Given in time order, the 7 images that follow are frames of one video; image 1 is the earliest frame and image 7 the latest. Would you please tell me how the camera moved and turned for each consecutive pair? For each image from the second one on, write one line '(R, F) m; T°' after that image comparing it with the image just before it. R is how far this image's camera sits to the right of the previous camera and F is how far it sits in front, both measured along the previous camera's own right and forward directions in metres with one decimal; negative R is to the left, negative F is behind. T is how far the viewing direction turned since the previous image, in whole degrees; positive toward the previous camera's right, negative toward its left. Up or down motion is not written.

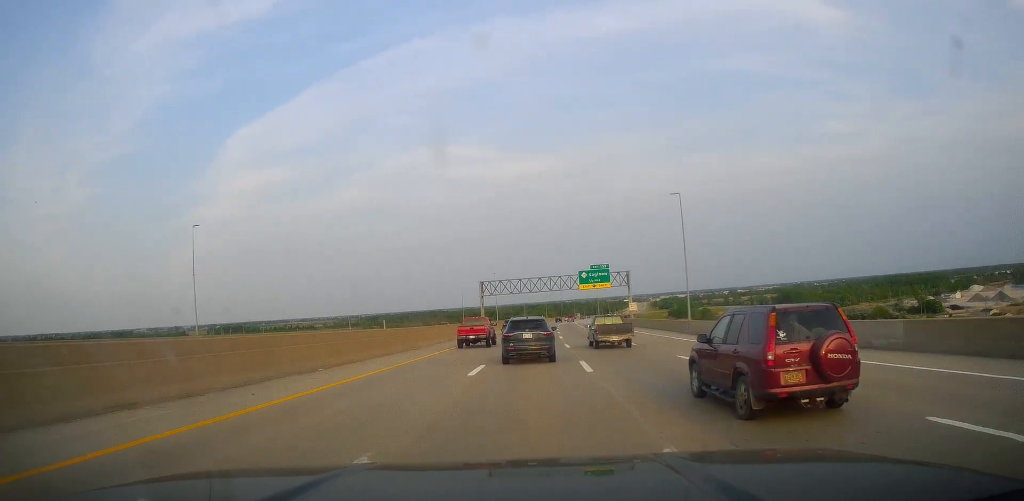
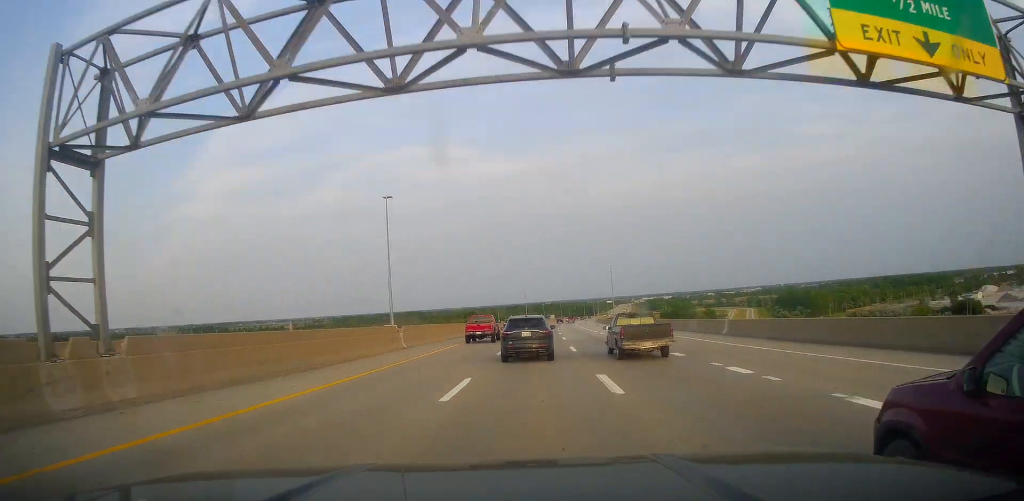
(+0.3, +80.3) m; +2°
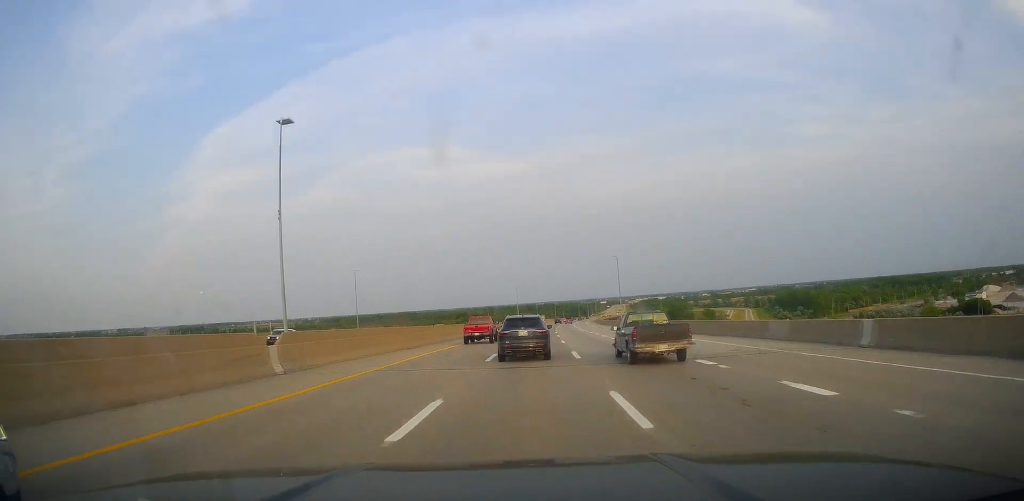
(+0.6, +19.2) m; +1°
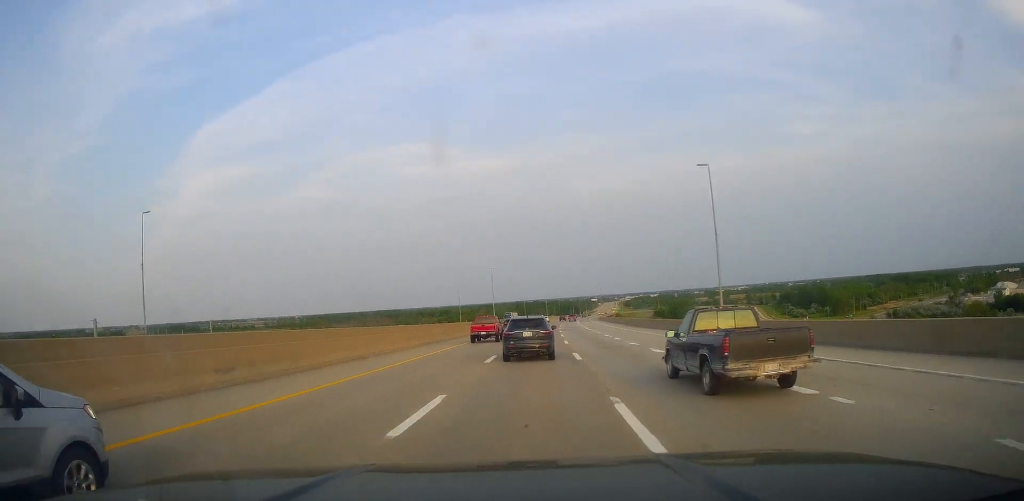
(+0.8, +60.6) m; +1°
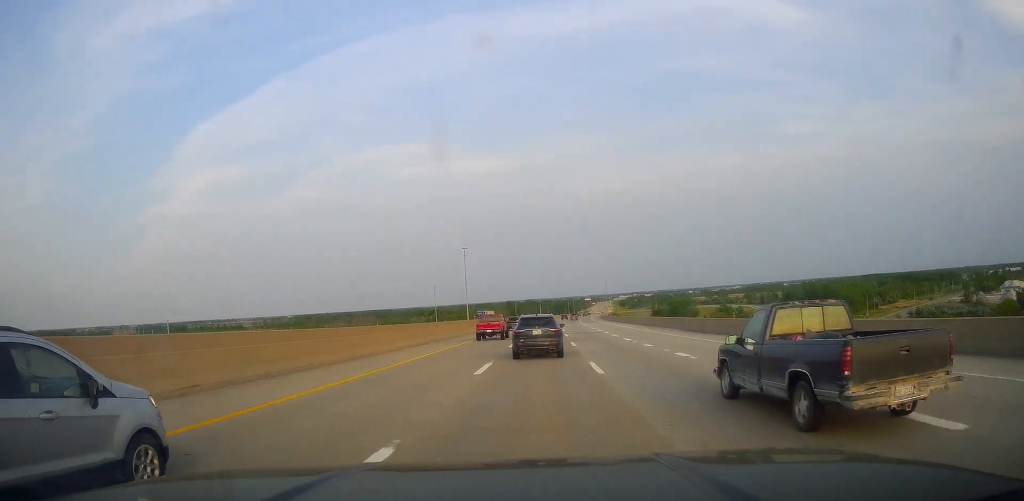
(-0.1, +34.5) m; +1°
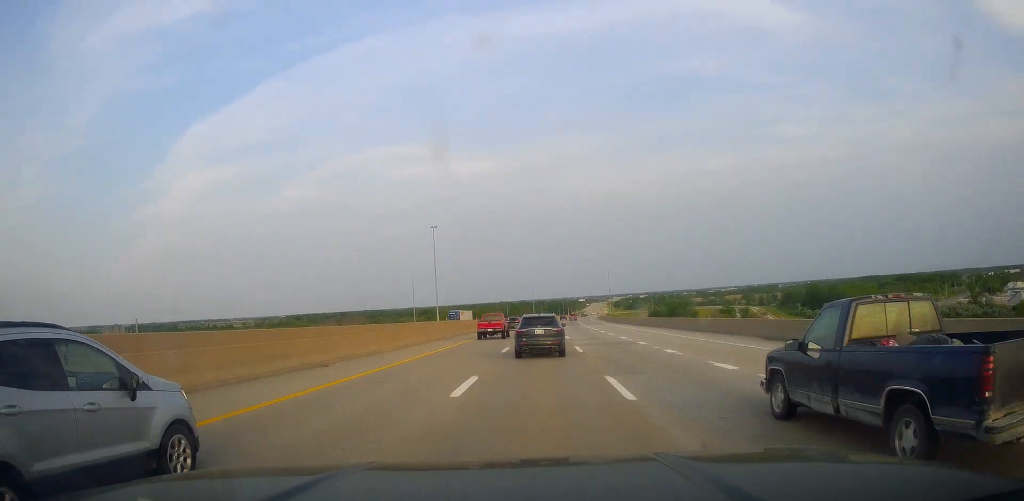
(+0.2, +20.6) m; +1°
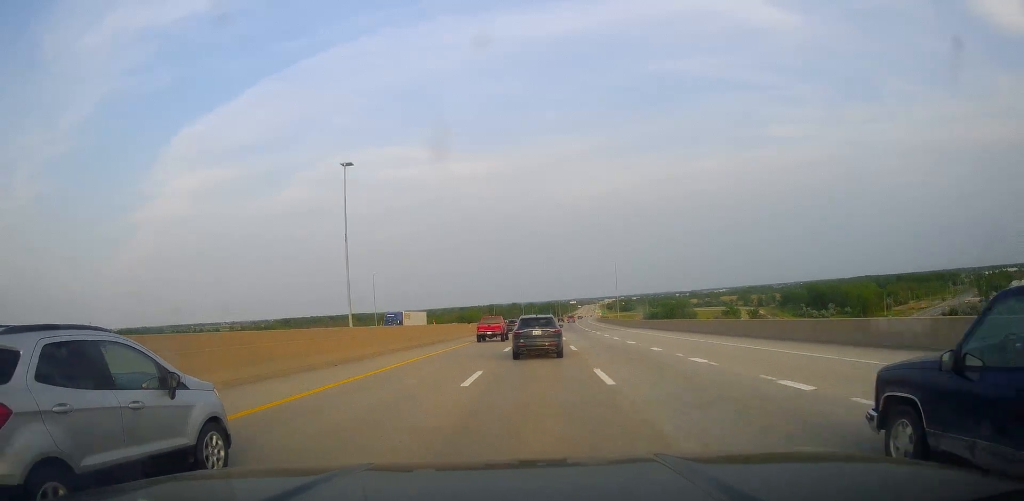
(+0.2, +27.5) m; +1°
